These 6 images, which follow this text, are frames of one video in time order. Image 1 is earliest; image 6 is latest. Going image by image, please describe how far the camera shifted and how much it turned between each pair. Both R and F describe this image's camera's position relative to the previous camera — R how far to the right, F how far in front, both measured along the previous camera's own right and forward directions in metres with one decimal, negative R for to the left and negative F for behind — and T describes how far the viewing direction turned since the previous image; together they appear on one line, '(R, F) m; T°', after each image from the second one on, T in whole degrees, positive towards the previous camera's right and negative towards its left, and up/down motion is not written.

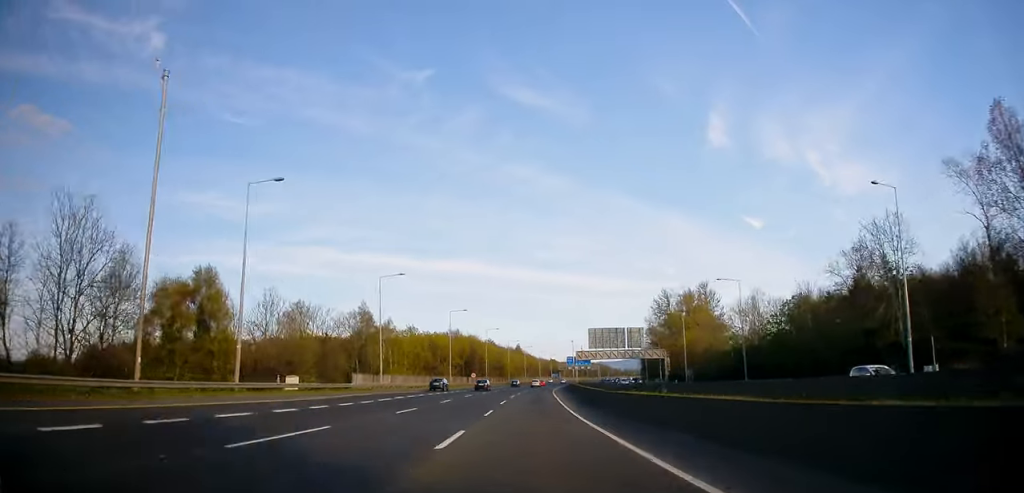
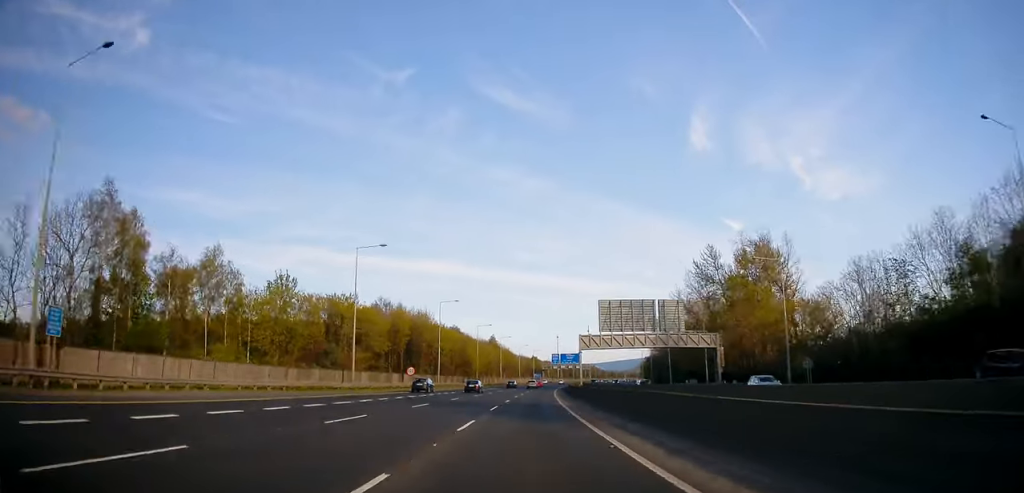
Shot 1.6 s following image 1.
(+1.0, +54.4) m; +1°
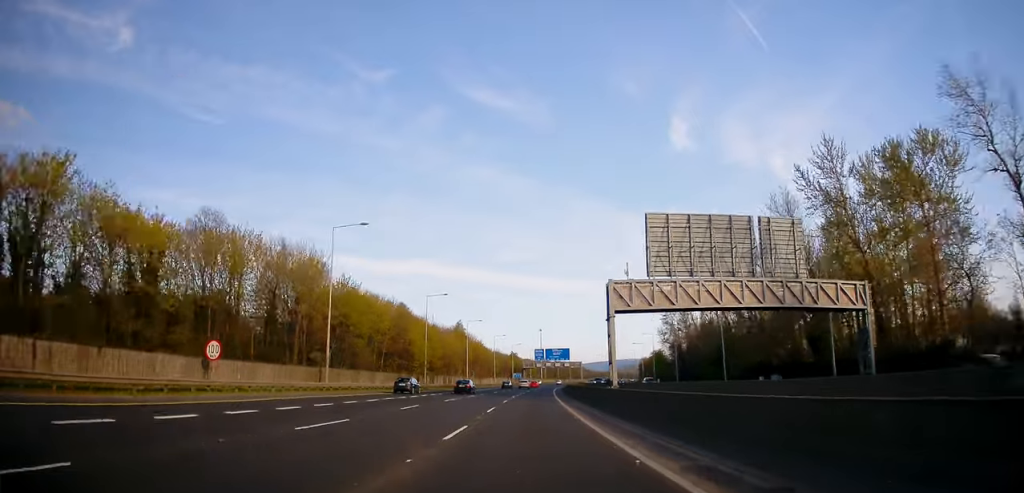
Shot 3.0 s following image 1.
(+0.6, +48.3) m; +2°
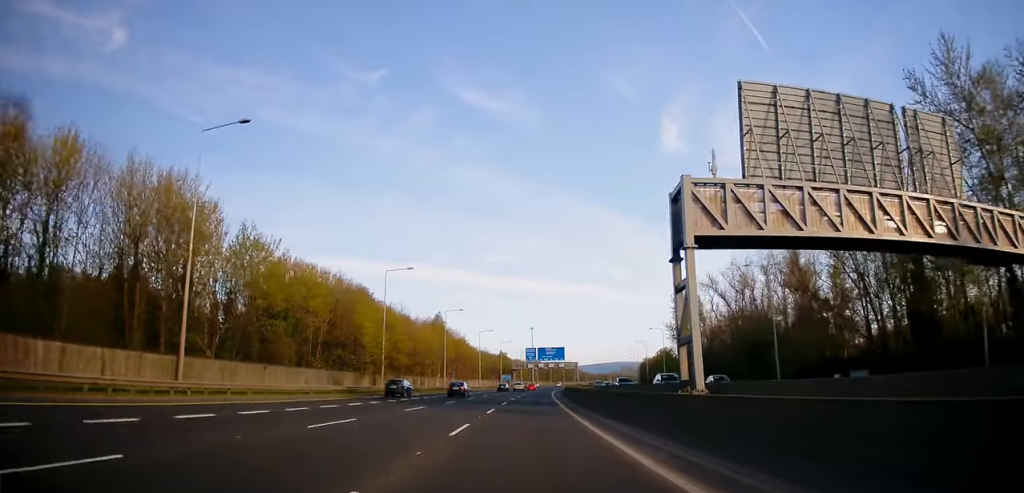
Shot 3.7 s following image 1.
(+0.4, +22.6) m; +1°
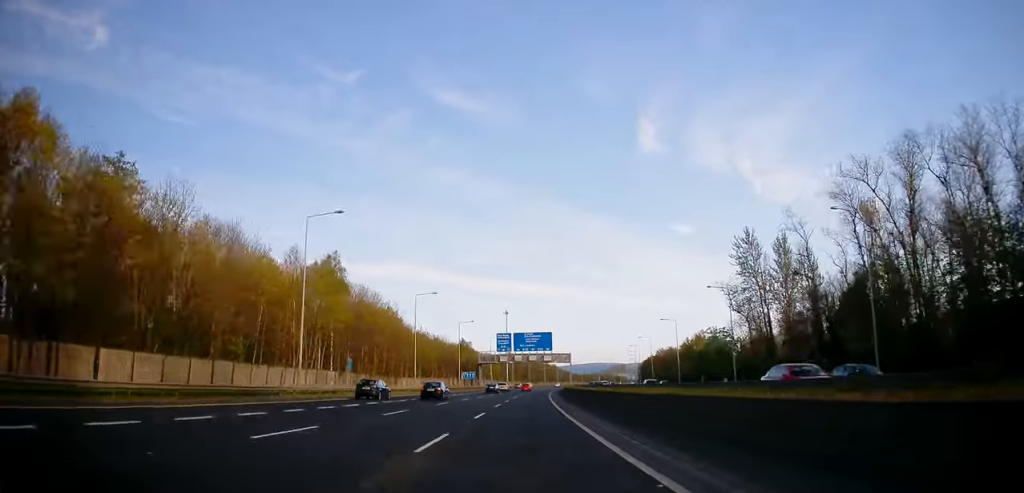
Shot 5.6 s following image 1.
(+0.9, +62.2) m; +2°
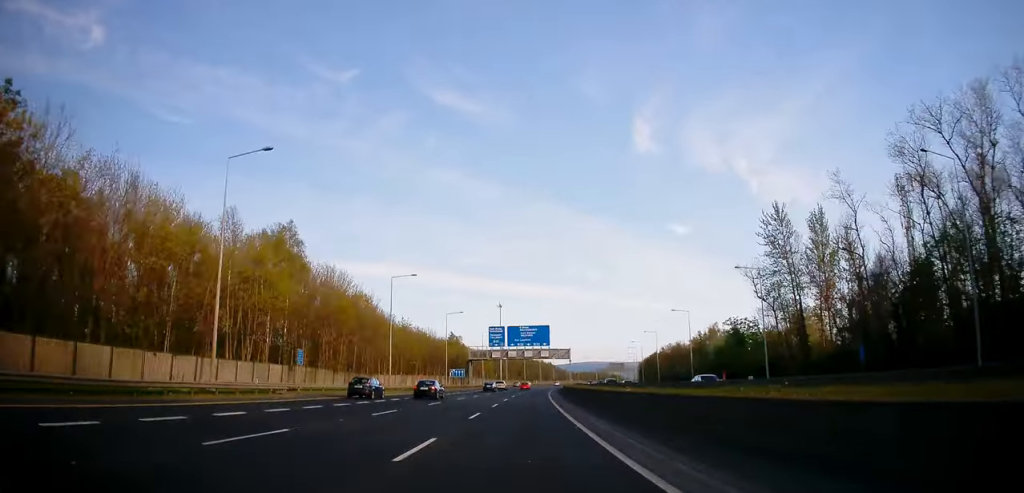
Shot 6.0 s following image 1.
(+0.1, +13.2) m; +1°
